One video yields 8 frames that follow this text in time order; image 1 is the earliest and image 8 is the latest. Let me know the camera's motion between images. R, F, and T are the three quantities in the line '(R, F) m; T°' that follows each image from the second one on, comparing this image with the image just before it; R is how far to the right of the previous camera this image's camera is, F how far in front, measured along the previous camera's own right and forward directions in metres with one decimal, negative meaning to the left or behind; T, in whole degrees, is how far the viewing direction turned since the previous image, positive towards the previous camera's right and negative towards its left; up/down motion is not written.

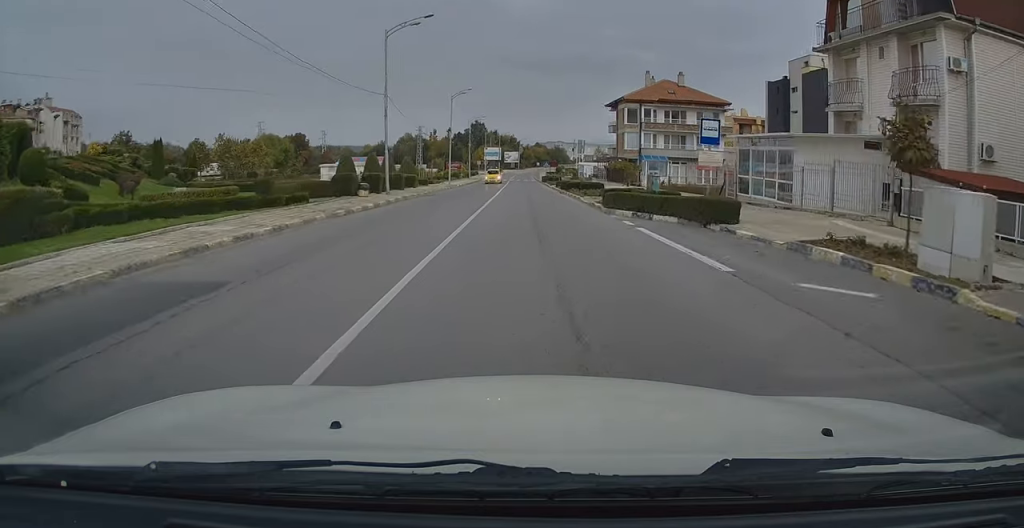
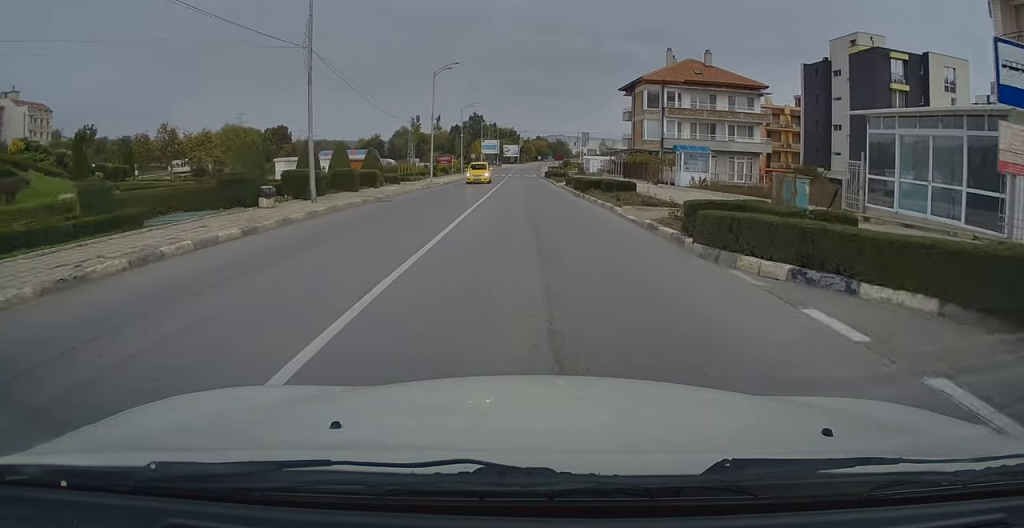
(+0.1, +11.9) m; 0°
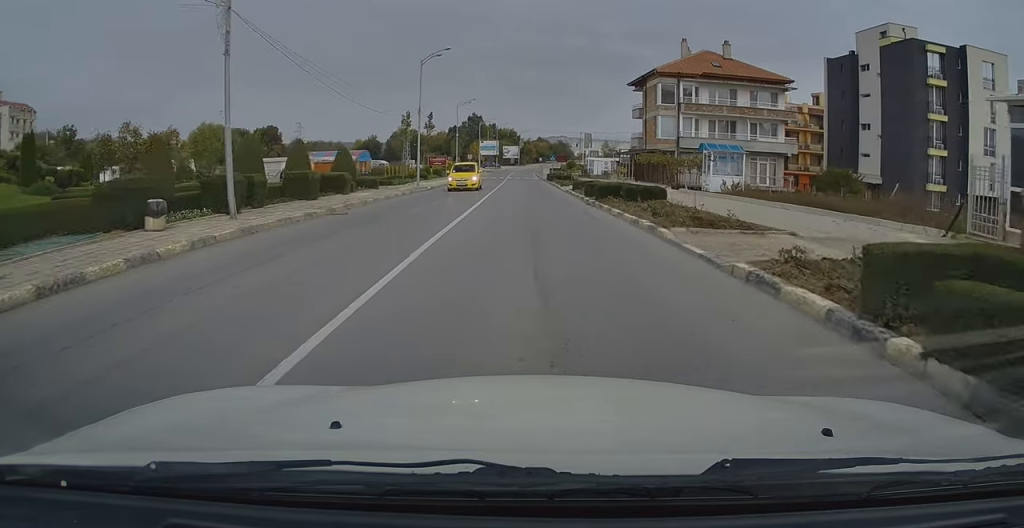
(+0.1, +6.2) m; -1°
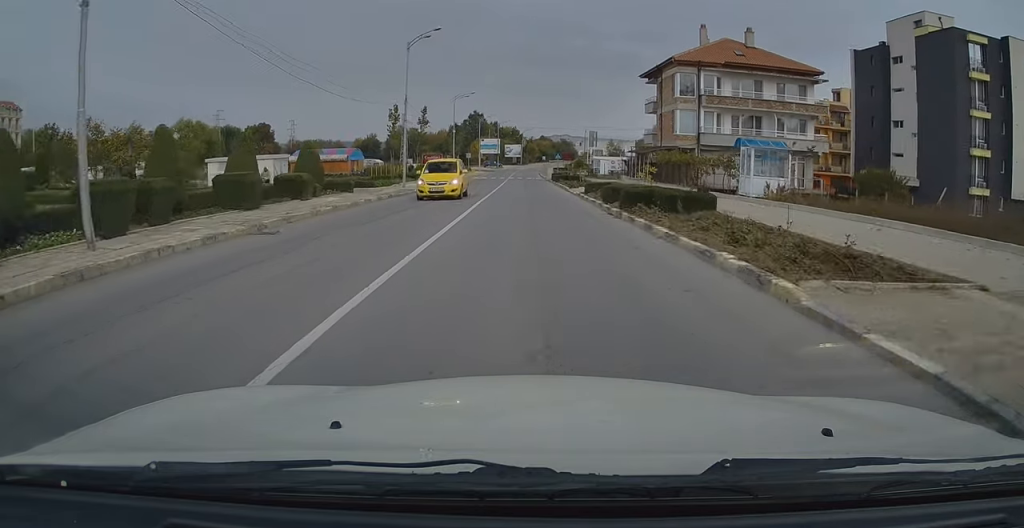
(-0.1, +5.7) m; -1°
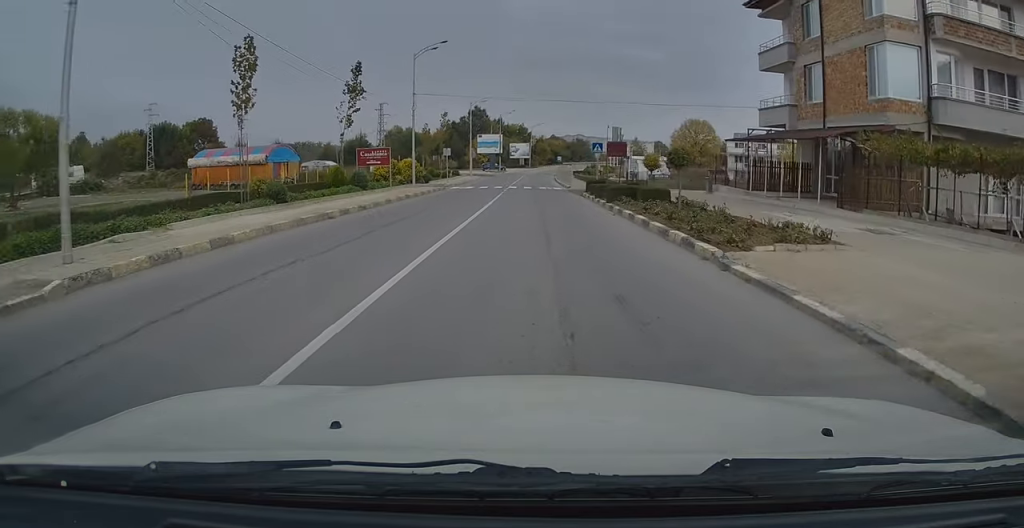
(-0.3, +28.6) m; 0°
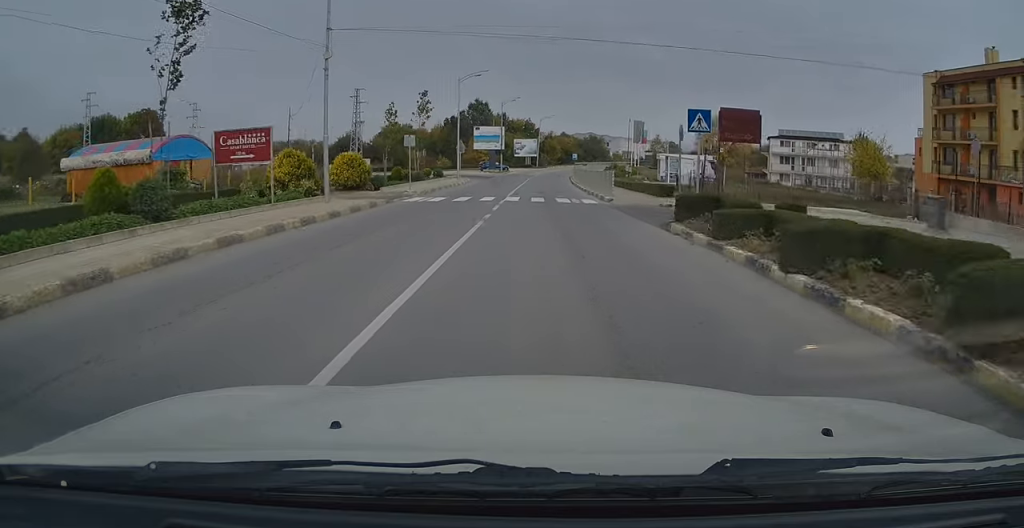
(0.0, +18.8) m; 0°
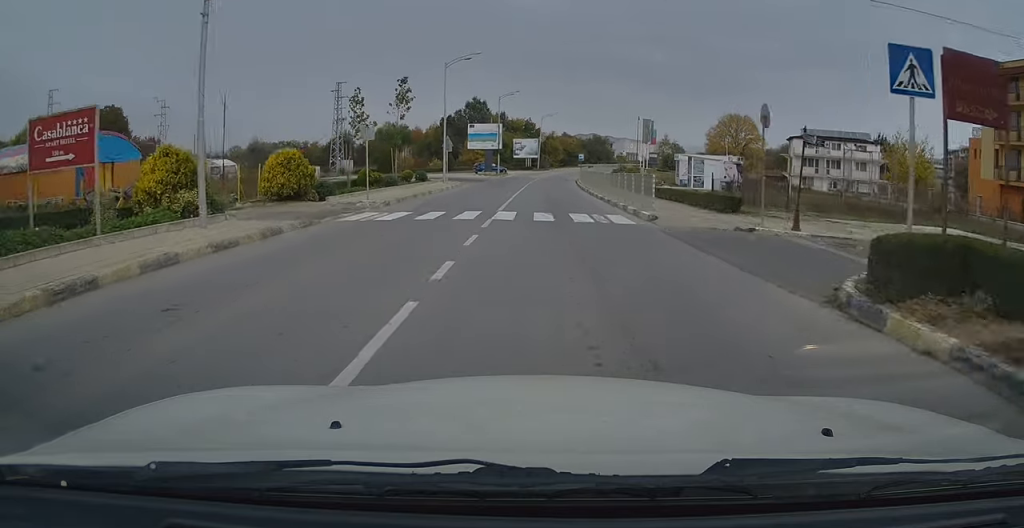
(+0.1, +8.8) m; 0°
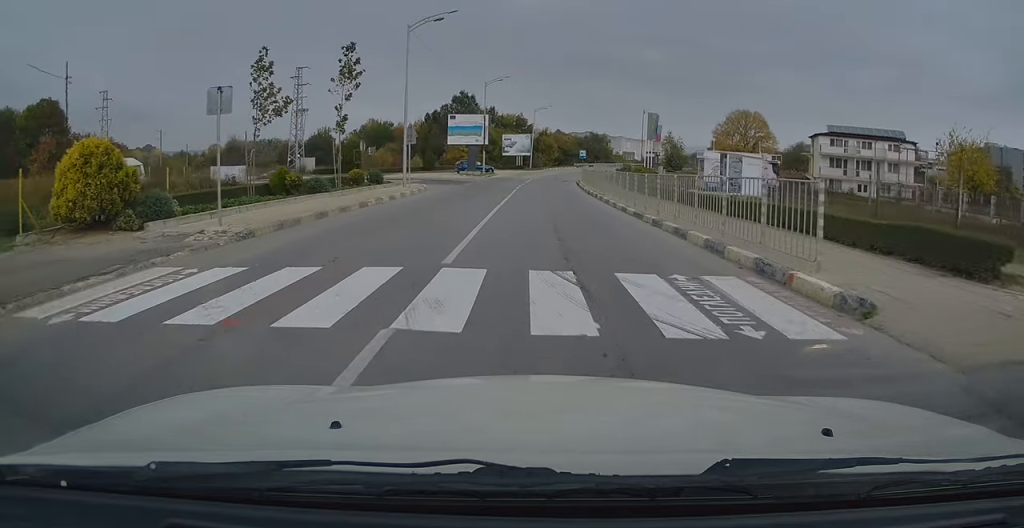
(-0.1, +11.4) m; 0°
